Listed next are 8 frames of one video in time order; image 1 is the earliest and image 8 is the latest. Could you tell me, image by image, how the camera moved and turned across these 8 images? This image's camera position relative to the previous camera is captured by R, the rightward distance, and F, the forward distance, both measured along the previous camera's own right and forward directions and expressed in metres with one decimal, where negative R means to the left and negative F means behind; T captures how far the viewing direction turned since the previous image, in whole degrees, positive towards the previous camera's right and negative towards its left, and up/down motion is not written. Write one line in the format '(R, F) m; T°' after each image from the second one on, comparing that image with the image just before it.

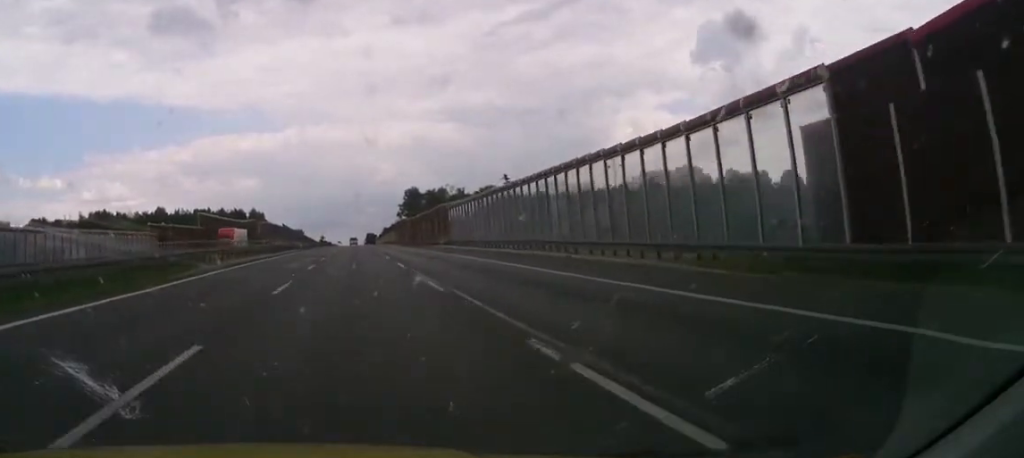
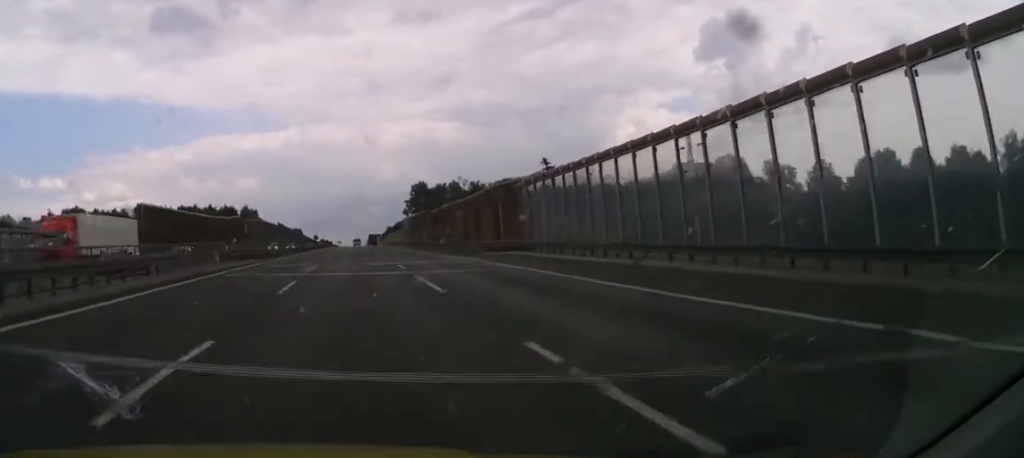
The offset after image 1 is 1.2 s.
(-0.5, +36.4) m; -1°
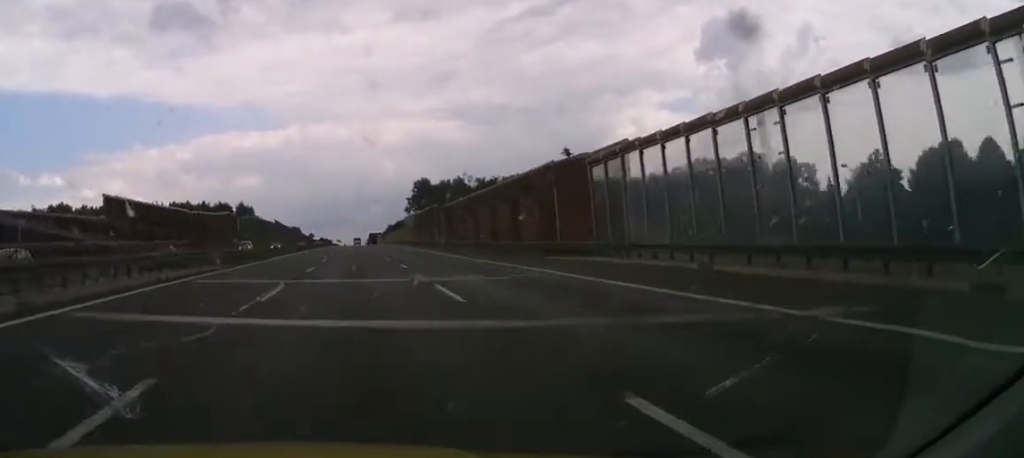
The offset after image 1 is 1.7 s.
(0.0, +14.9) m; 0°
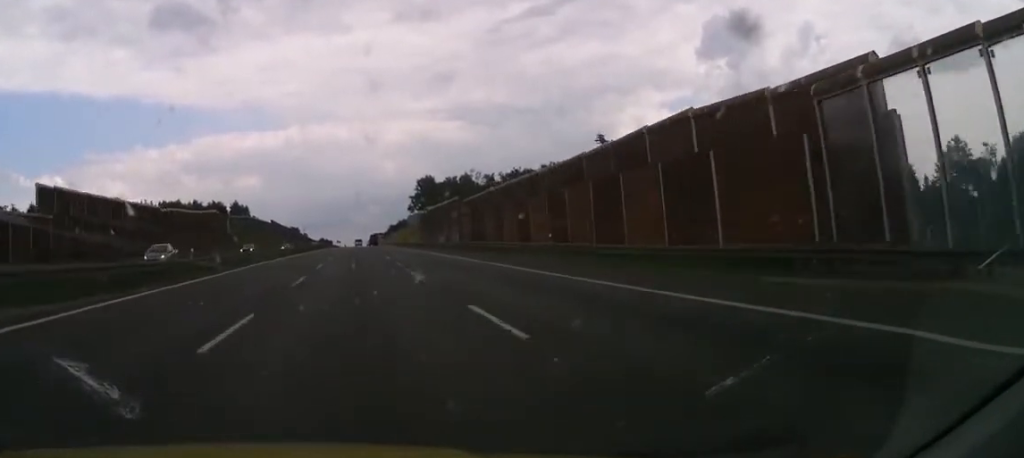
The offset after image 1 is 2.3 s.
(+0.1, +17.9) m; +1°
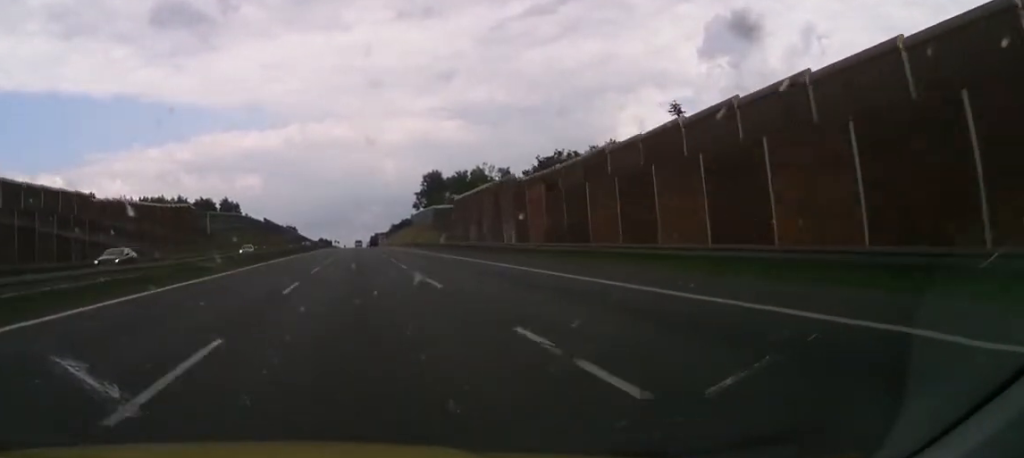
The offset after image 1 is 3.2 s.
(+0.5, +26.5) m; 0°
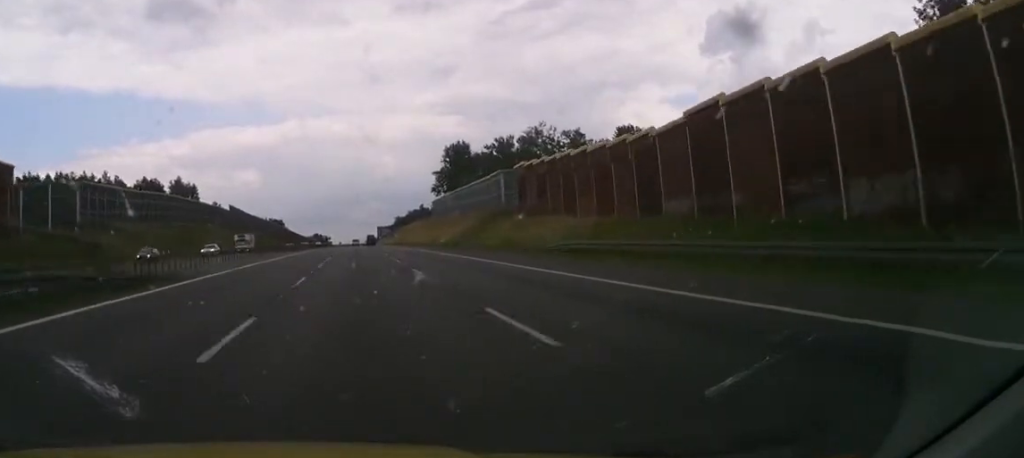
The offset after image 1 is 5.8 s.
(-1.0, +77.6) m; -1°
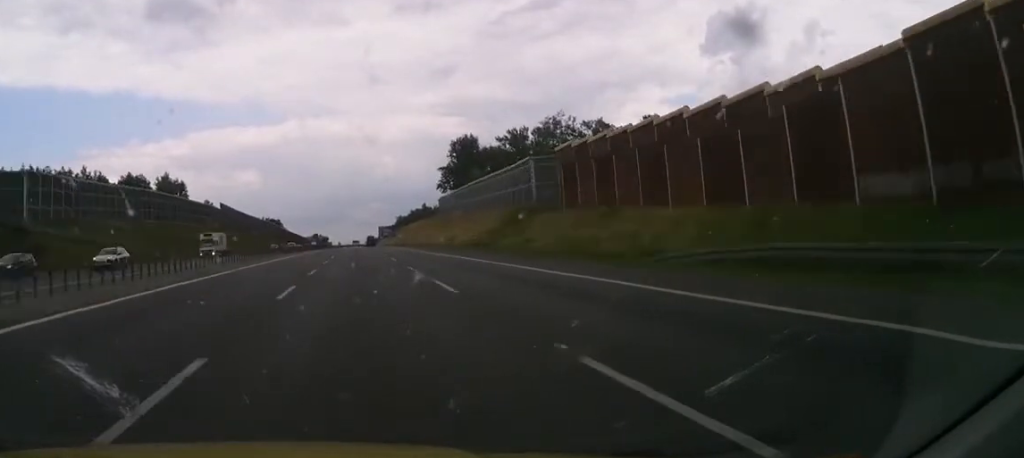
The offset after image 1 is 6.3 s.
(+0.1, +14.7) m; 0°
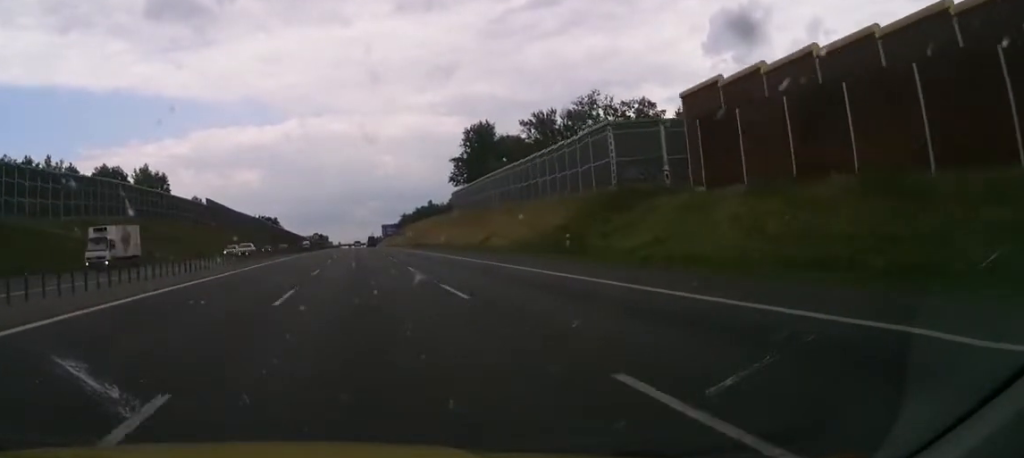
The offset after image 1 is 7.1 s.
(-0.2, +22.4) m; 0°
